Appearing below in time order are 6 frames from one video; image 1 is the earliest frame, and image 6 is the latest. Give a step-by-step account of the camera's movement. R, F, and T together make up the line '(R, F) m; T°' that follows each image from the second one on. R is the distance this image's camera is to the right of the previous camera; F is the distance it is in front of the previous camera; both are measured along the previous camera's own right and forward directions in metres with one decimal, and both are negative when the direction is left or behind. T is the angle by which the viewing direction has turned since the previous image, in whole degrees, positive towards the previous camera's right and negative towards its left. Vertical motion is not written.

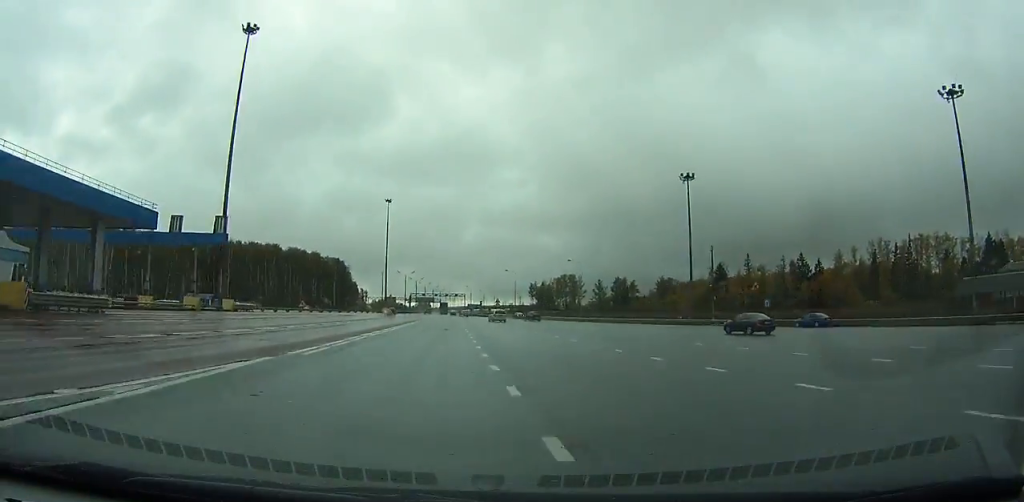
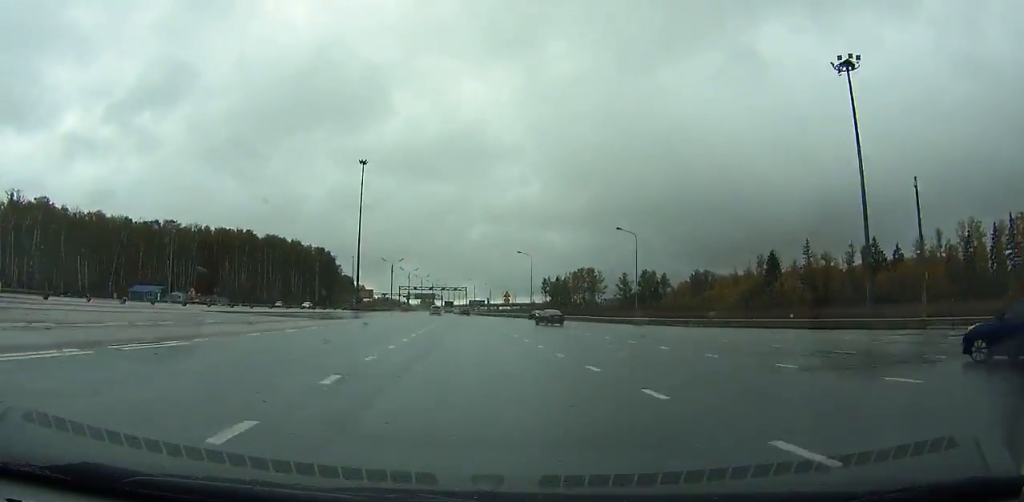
(+0.5, +44.9) m; +2°
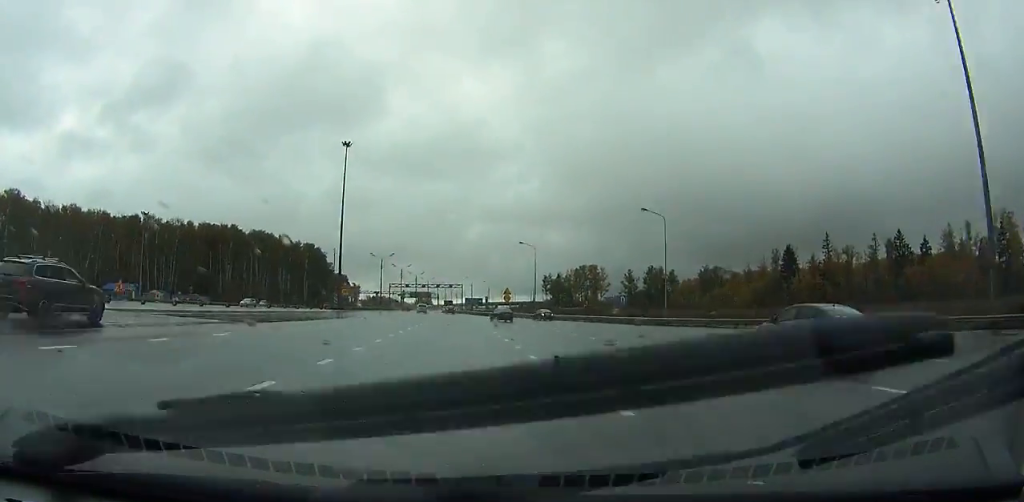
(0.0, +15.2) m; +1°
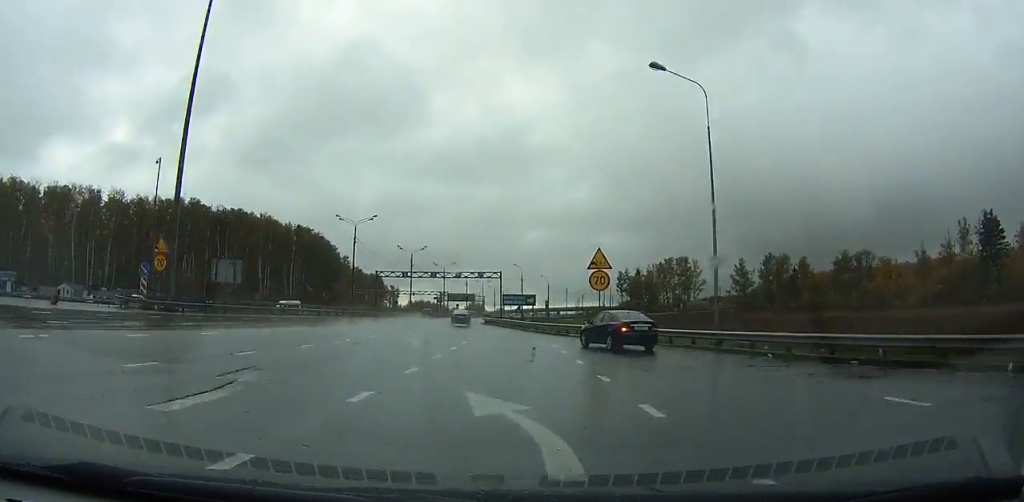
(-1.2, +73.9) m; -5°
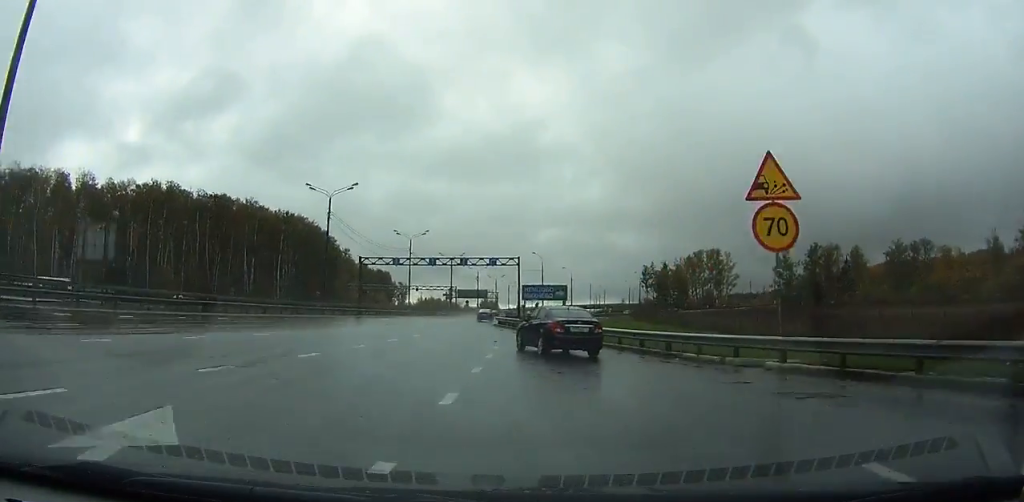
(-0.7, +24.5) m; -2°
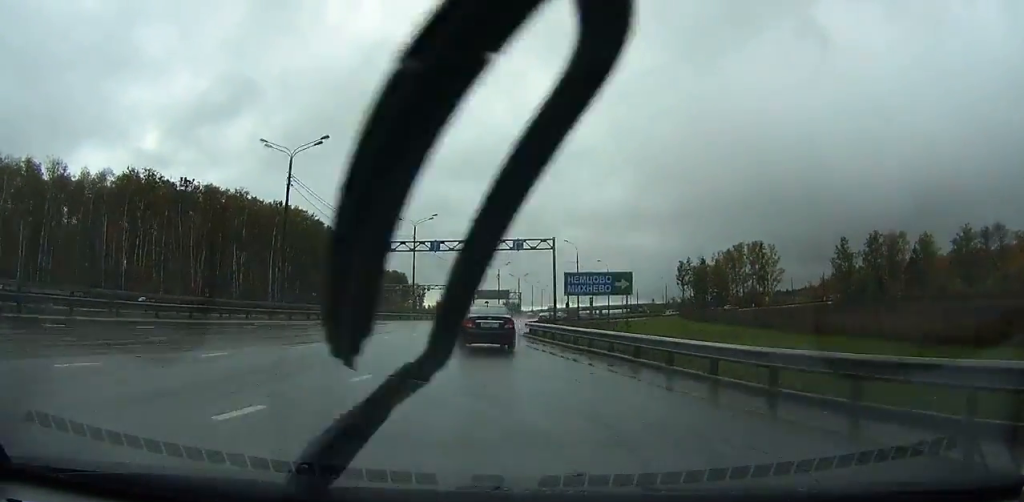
(-0.5, +24.1) m; -1°
